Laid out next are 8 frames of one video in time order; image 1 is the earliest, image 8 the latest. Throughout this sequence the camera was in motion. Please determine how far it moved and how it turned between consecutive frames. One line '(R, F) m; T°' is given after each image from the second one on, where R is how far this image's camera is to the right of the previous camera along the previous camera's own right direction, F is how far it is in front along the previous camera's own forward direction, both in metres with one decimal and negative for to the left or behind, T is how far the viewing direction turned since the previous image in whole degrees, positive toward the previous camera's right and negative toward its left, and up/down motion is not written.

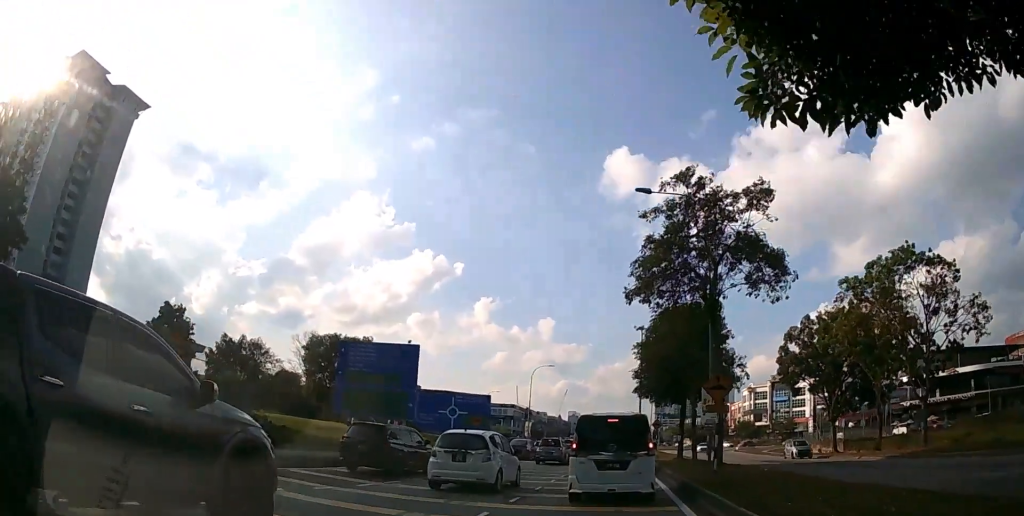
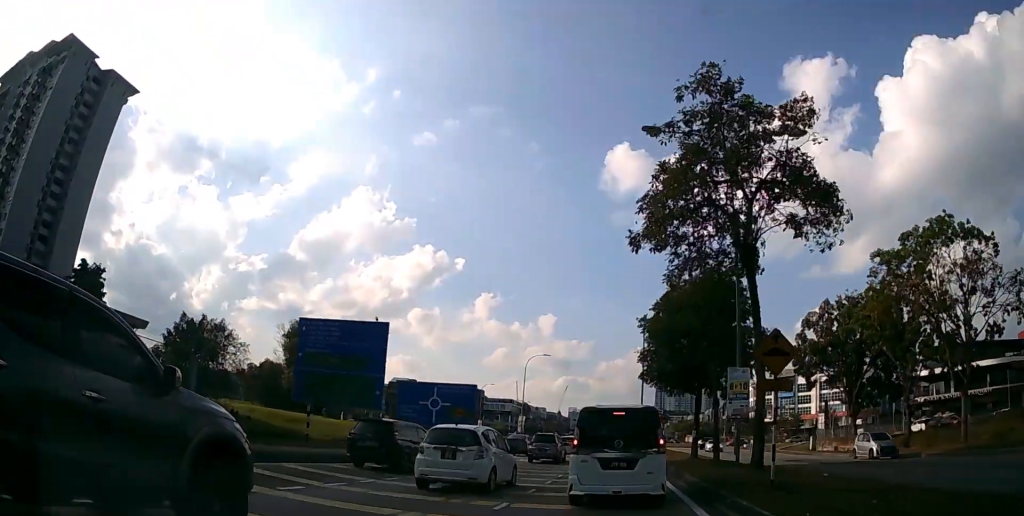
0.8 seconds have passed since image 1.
(0.0, +5.5) m; 0°
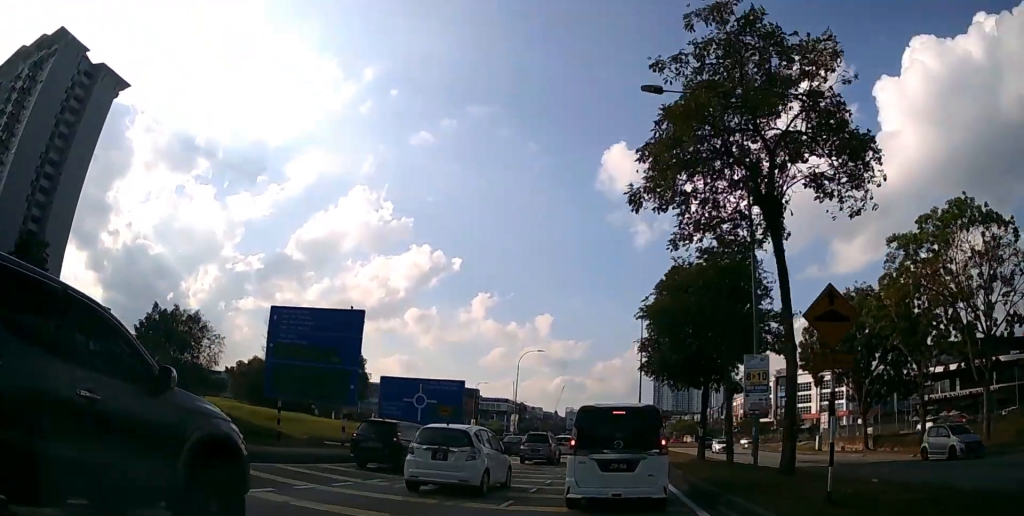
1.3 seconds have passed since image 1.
(0.0, +2.8) m; 0°
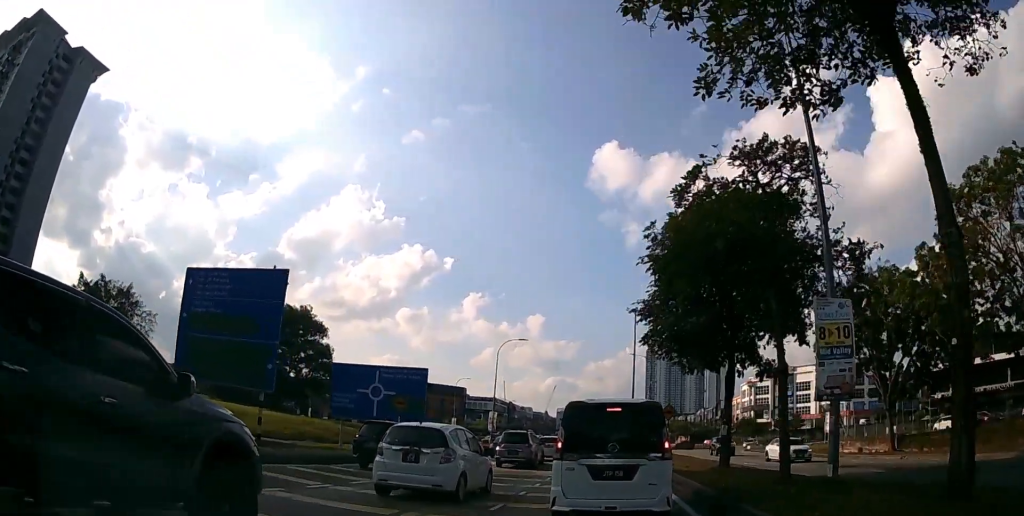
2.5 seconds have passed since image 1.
(0.0, +6.4) m; -1°
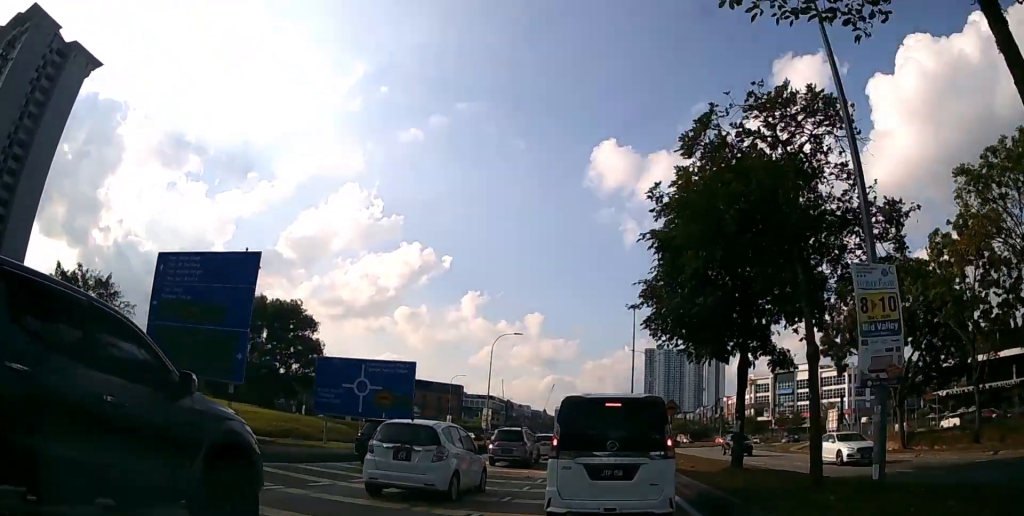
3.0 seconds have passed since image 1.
(0.0, +2.0) m; 0°
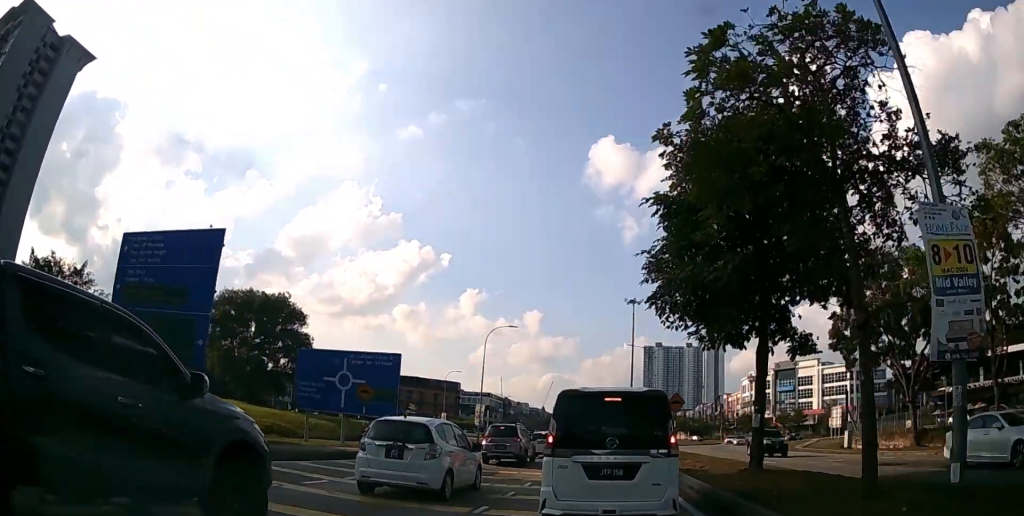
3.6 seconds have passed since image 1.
(0.0, +2.5) m; +1°
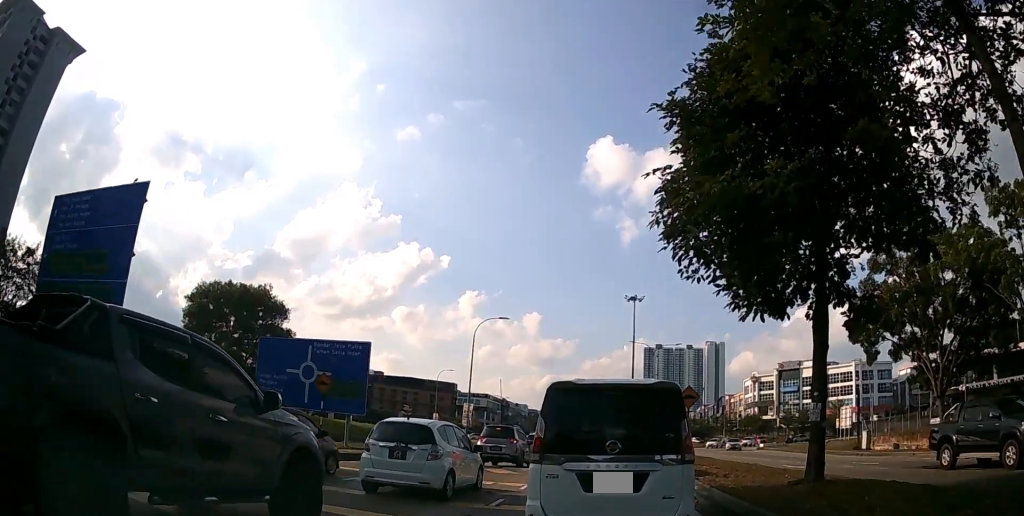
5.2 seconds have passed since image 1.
(+0.1, +4.3) m; +3°
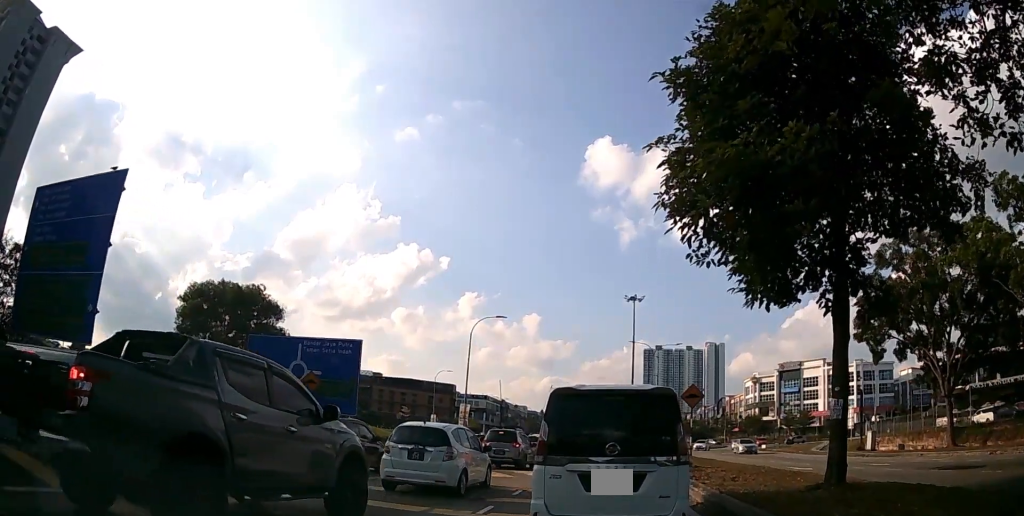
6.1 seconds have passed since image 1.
(+0.1, +0.9) m; 0°
